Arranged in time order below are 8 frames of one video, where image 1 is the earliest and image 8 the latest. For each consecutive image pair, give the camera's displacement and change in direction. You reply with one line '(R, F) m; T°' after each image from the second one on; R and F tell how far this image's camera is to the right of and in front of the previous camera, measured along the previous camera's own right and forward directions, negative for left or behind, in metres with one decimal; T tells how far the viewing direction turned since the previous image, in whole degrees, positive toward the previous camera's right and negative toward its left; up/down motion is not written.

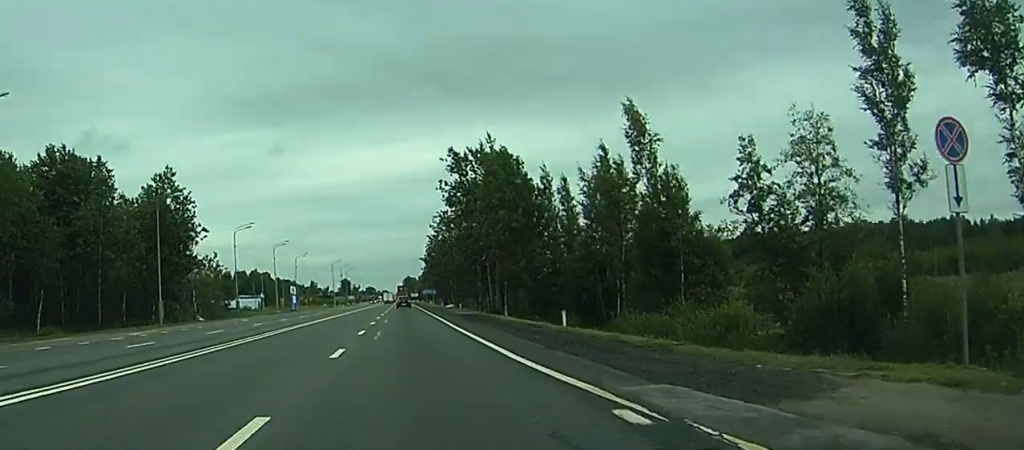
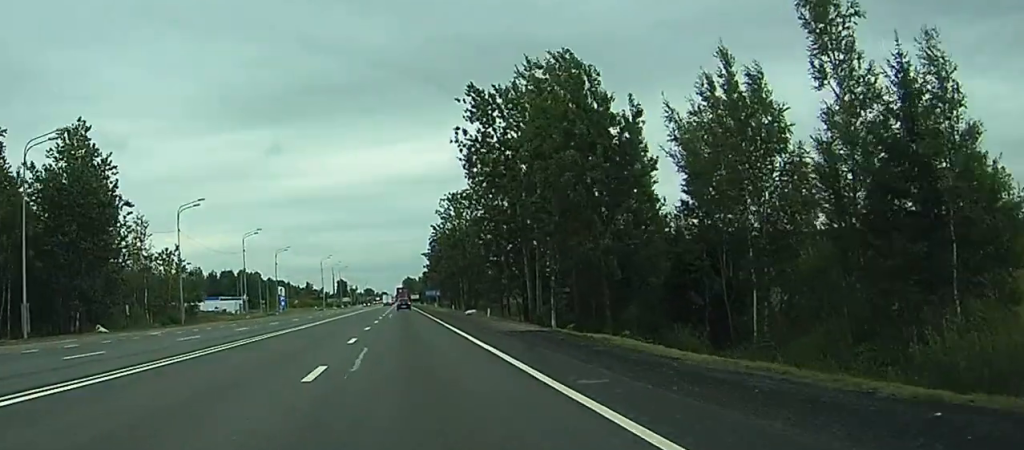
(-0.1, +28.9) m; -1°
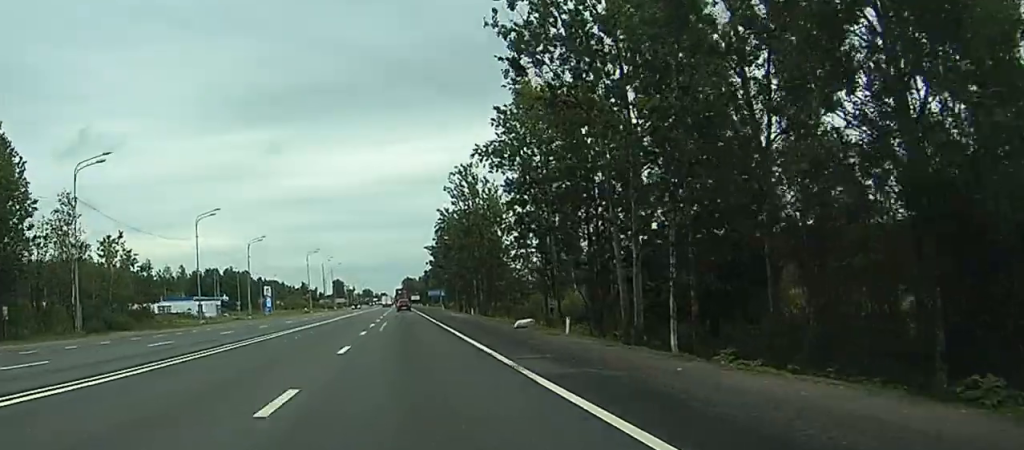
(-0.5, +28.1) m; 0°
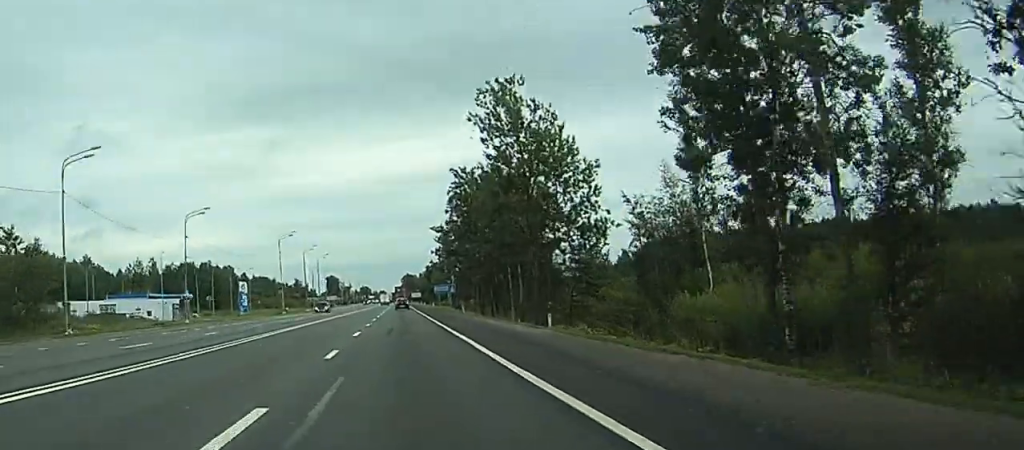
(+0.7, +38.3) m; +1°
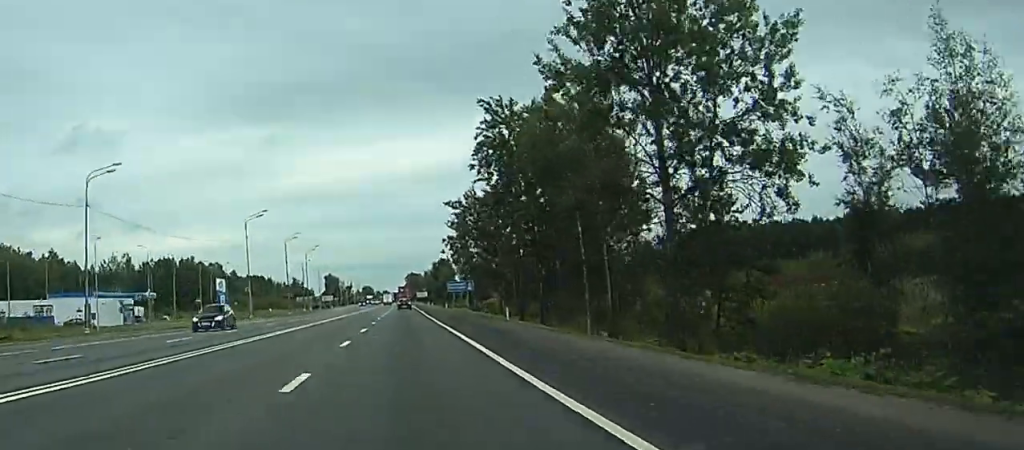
(+0.1, +30.7) m; +2°
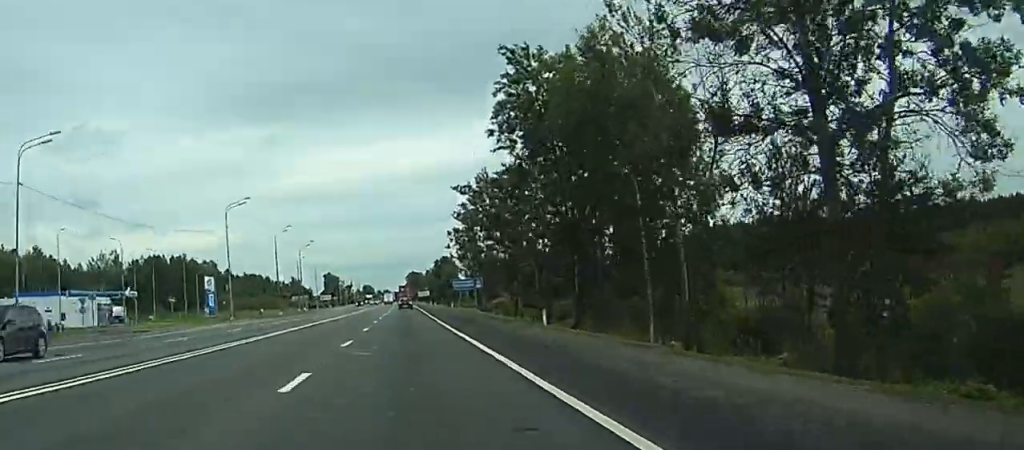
(+0.3, +12.1) m; +2°
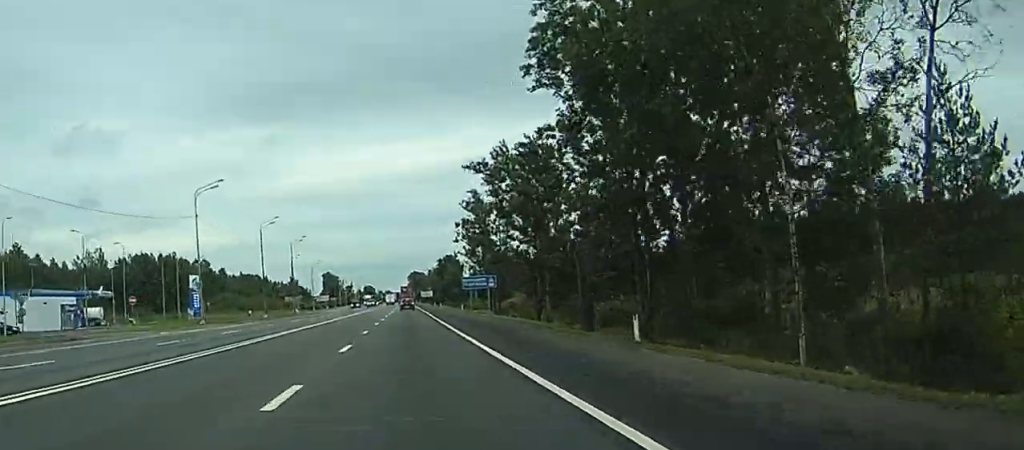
(+0.3, +13.4) m; 0°
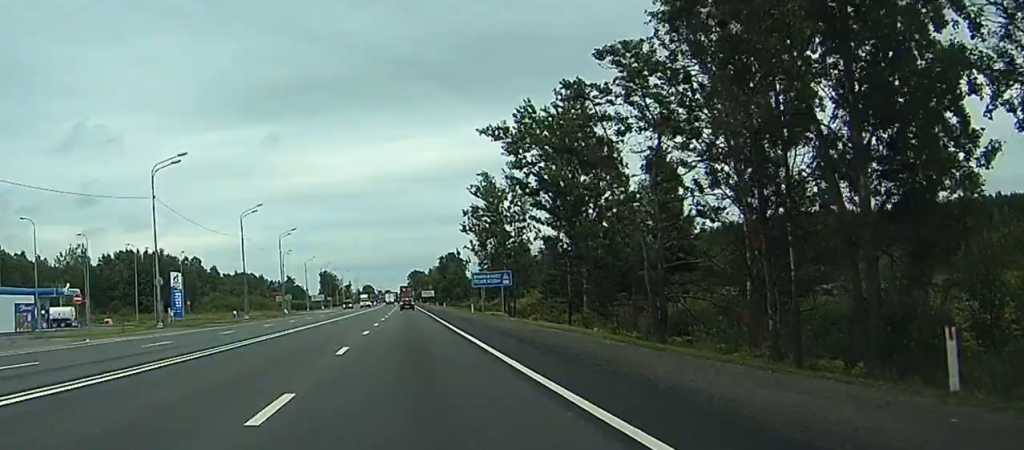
(+0.9, +12.7) m; -3°
